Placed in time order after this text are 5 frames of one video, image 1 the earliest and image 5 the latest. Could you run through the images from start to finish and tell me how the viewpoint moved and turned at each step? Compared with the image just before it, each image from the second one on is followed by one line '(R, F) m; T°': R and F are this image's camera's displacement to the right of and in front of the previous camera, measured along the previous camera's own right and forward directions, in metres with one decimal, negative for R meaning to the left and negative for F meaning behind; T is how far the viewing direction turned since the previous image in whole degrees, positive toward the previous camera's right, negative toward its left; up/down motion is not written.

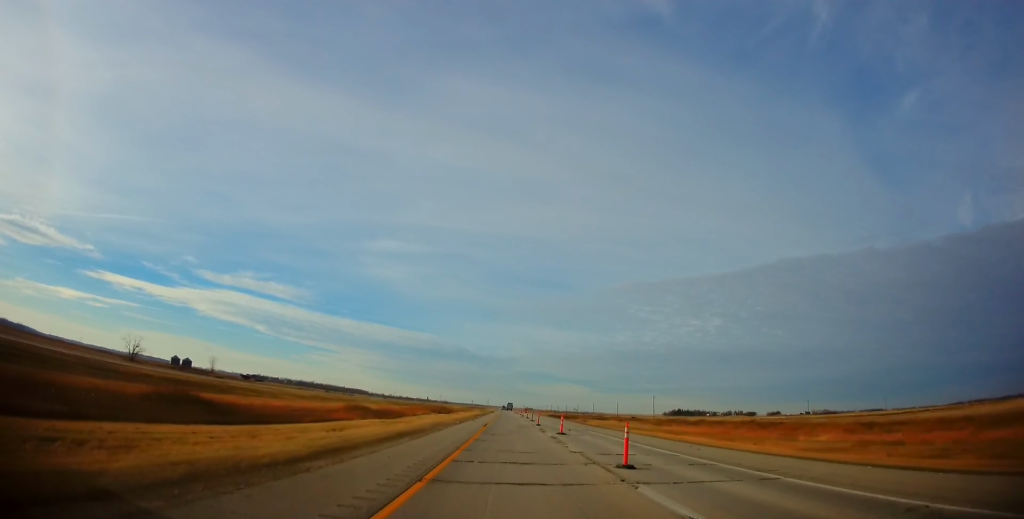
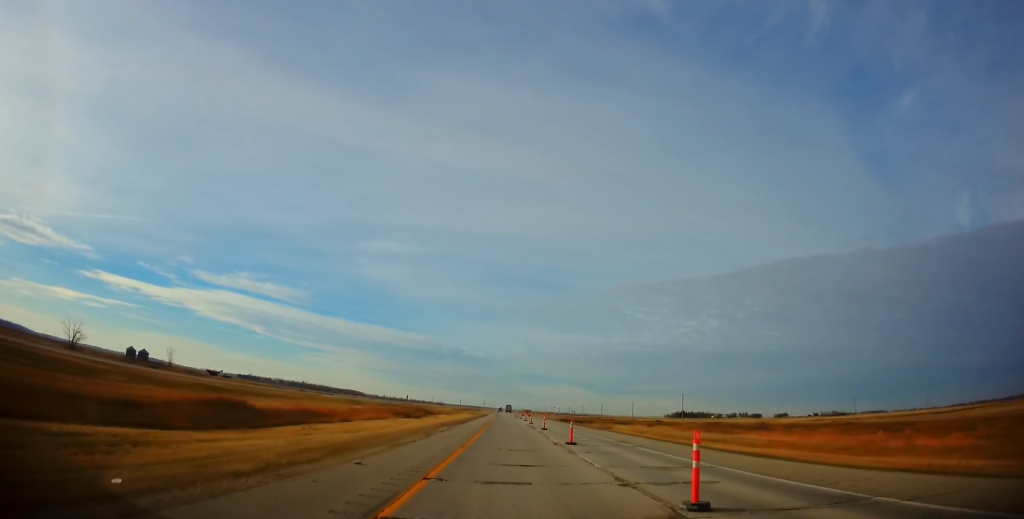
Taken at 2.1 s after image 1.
(-0.3, +39.8) m; 0°
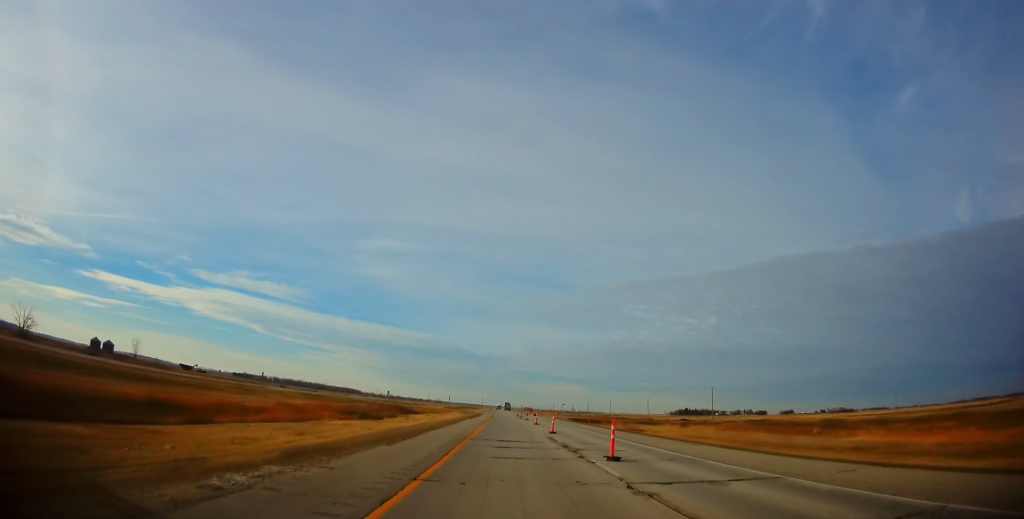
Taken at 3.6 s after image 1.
(-0.1, +28.0) m; -1°
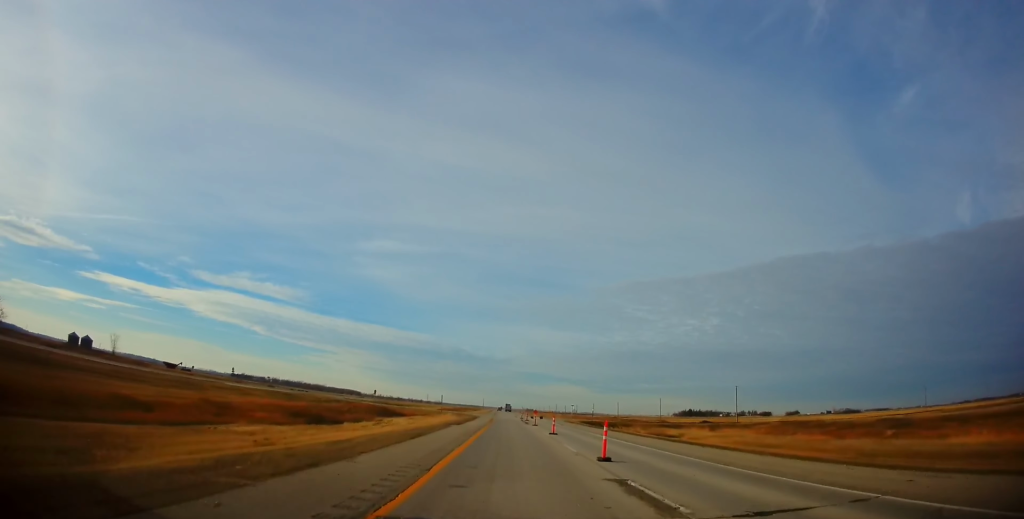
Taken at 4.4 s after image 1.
(-0.1, +16.6) m; 0°
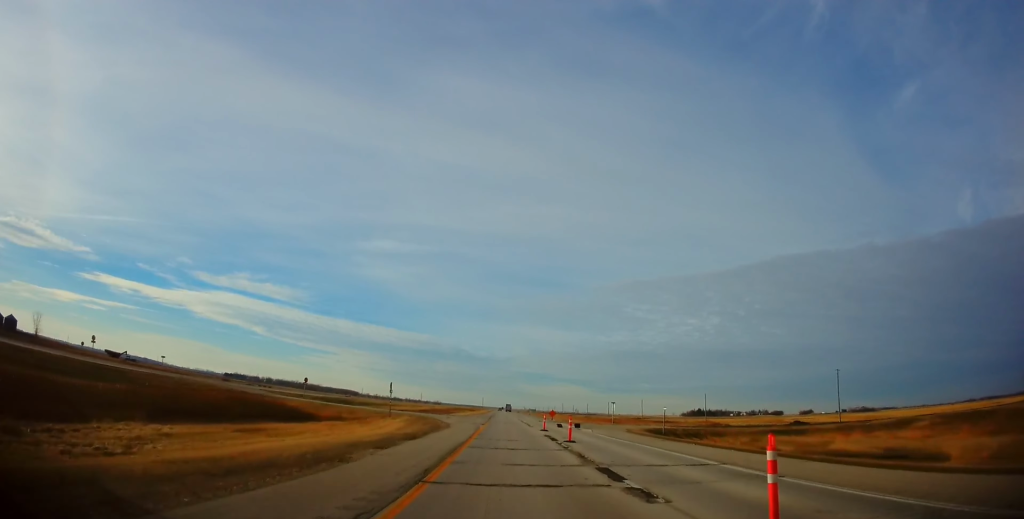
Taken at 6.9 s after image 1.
(+0.6, +47.4) m; +1°
